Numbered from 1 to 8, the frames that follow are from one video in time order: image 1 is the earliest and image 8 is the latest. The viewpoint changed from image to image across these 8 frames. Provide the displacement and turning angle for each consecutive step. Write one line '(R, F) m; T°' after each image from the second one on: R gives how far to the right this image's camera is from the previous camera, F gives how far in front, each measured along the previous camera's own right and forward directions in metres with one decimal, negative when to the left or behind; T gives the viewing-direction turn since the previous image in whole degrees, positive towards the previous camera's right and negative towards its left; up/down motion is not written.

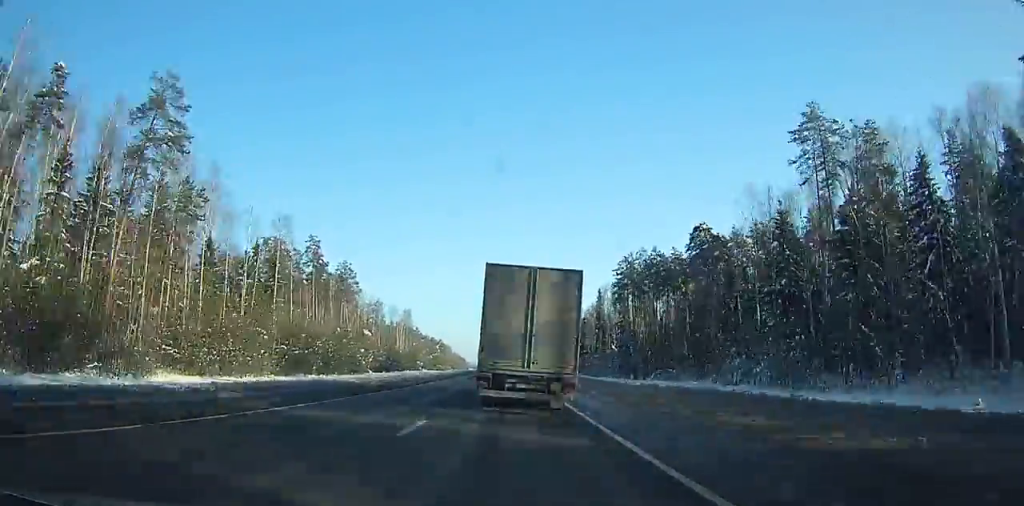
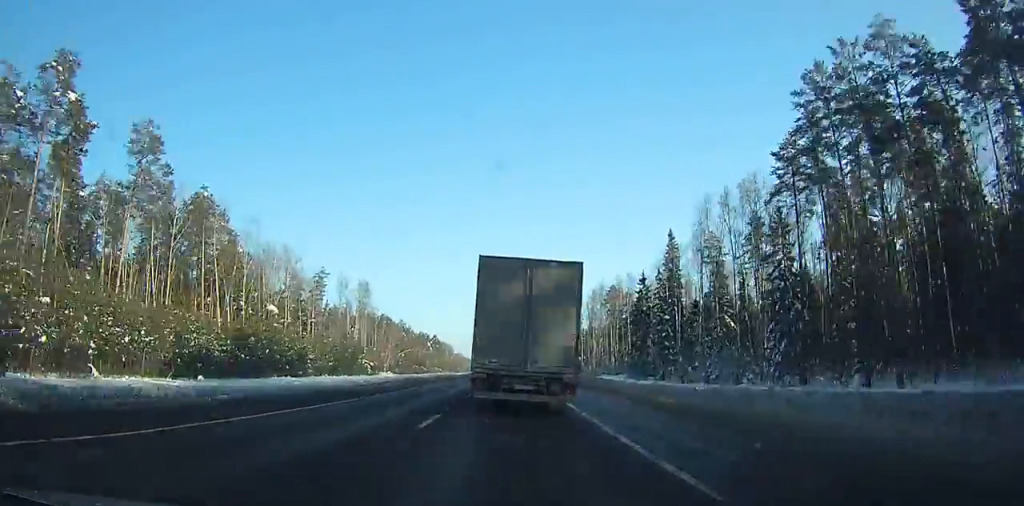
(-0.7, +81.5) m; -1°
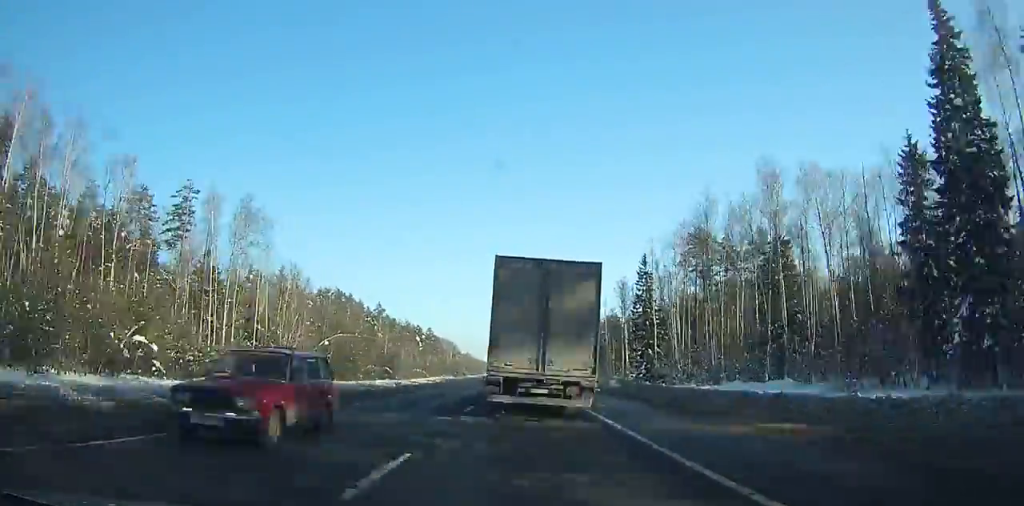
(-0.4, +78.9) m; -1°
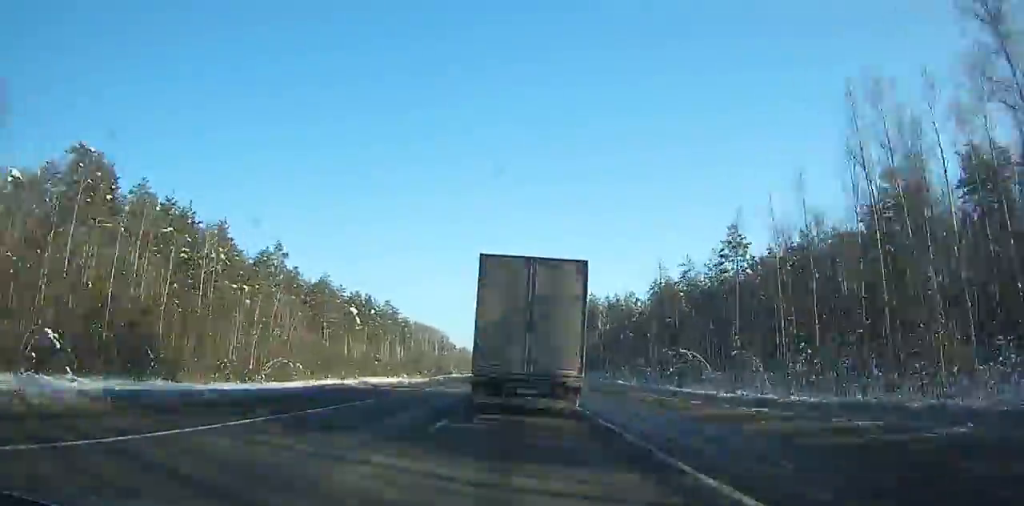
(-1.1, +101.8) m; -1°
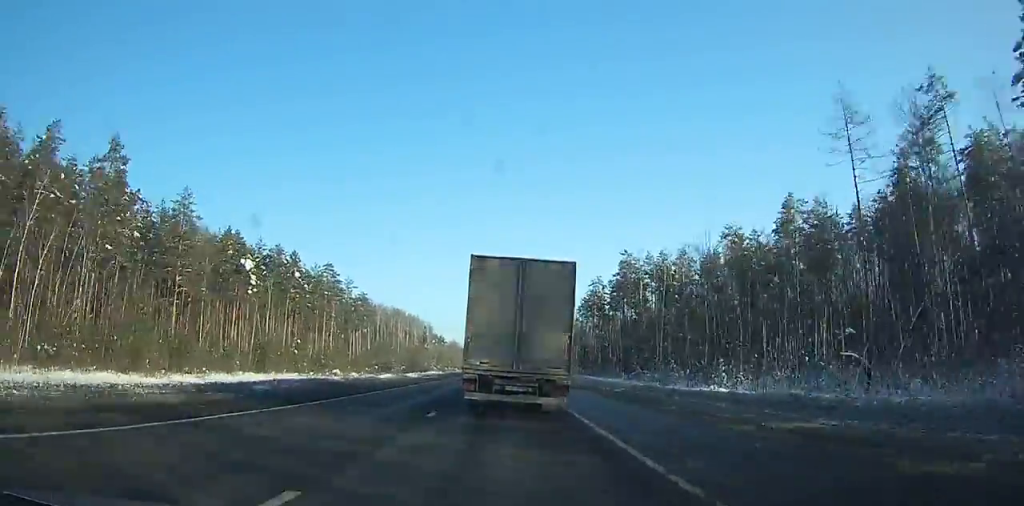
(-0.2, +57.4) m; -1°
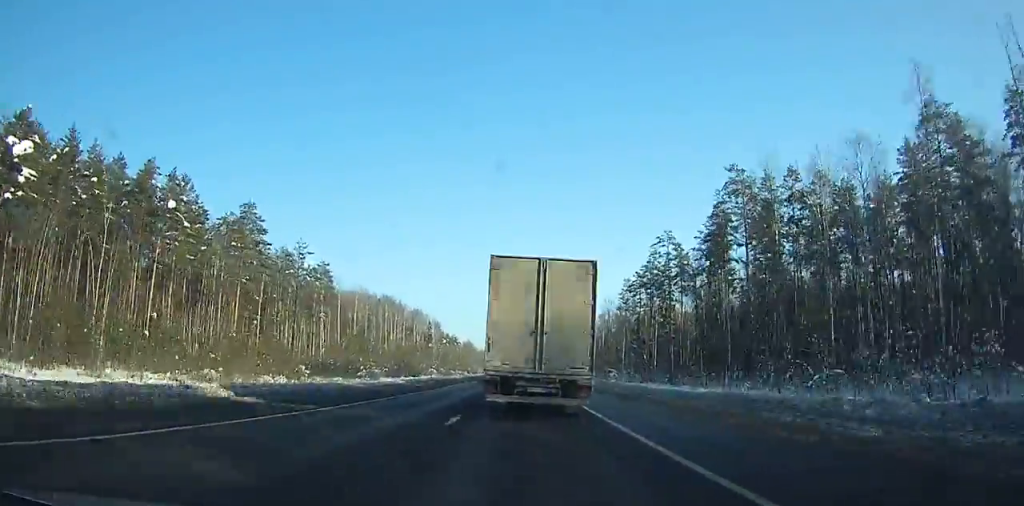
(-0.6, +51.6) m; 0°
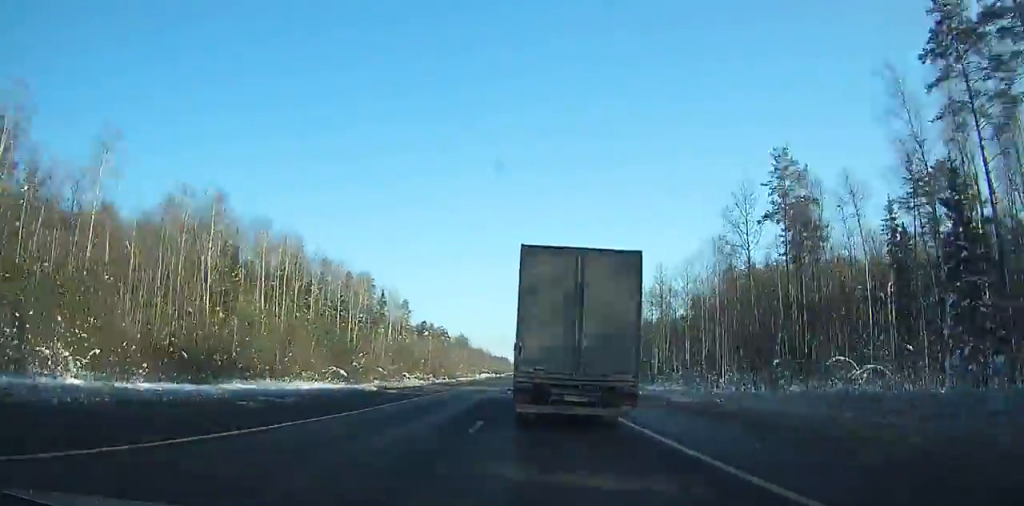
(0.0, +102.5) m; 0°
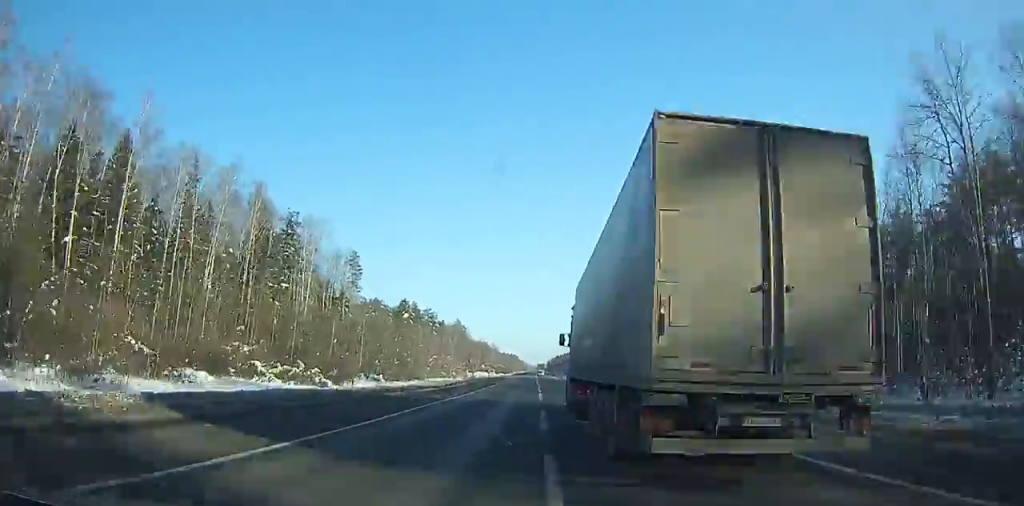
(-0.2, +77.7) m; 0°
